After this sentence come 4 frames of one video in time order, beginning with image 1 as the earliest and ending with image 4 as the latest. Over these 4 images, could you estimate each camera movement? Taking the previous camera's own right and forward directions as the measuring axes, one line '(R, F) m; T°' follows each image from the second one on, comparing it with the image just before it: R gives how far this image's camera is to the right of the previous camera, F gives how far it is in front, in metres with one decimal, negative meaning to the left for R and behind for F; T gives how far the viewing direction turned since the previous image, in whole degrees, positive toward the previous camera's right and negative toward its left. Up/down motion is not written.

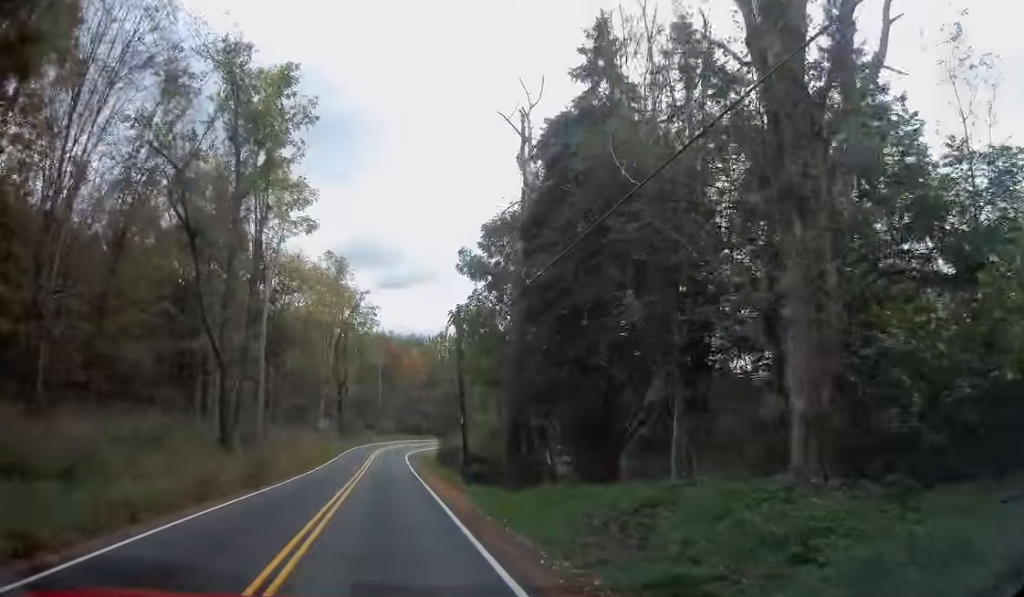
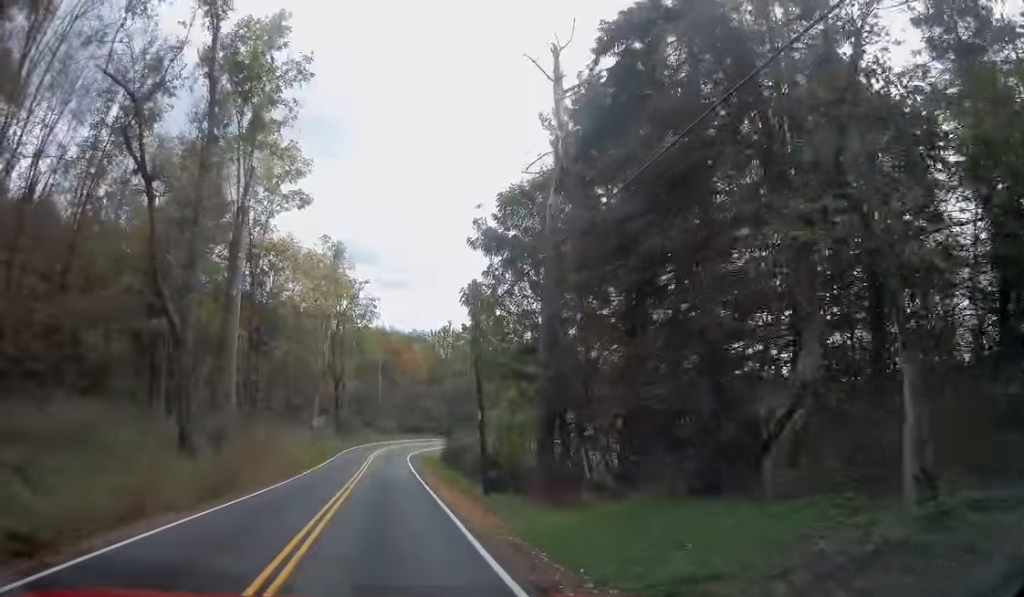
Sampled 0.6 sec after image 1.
(+0.1, +5.4) m; +1°
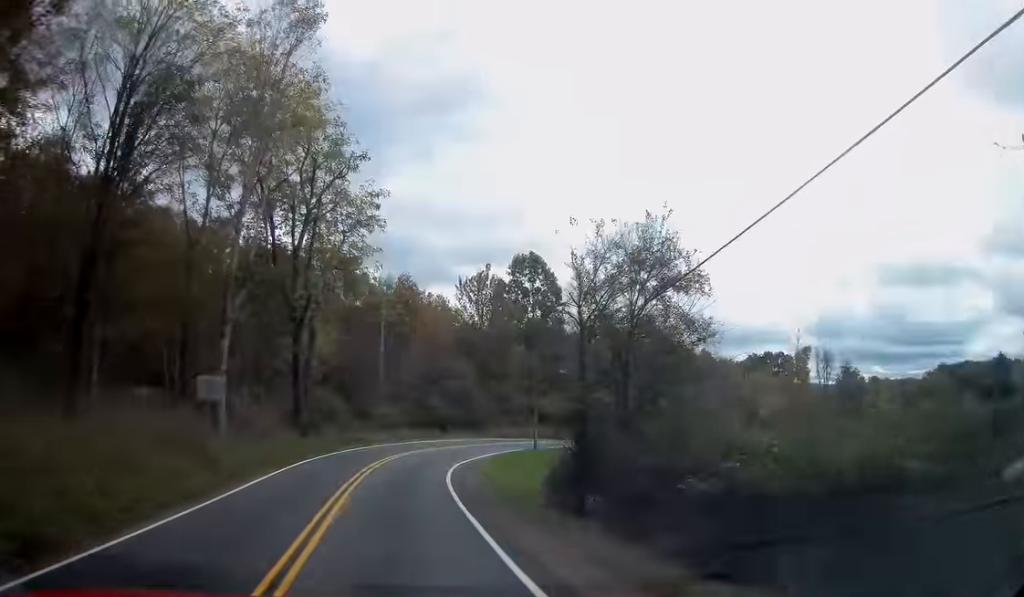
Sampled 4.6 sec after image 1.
(+0.2, +37.1) m; 0°
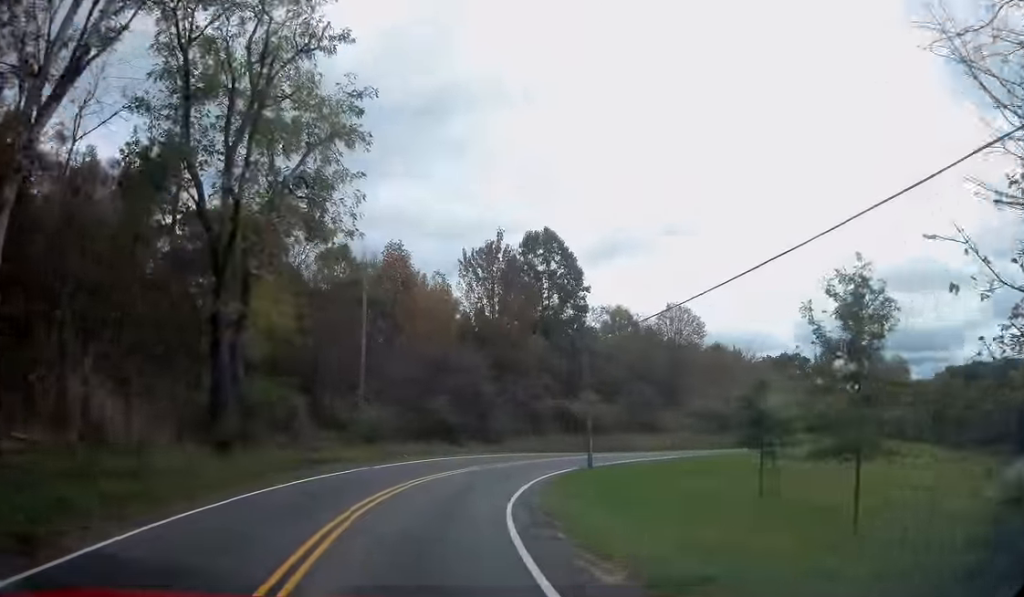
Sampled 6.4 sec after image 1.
(+0.3, +16.8) m; +2°
